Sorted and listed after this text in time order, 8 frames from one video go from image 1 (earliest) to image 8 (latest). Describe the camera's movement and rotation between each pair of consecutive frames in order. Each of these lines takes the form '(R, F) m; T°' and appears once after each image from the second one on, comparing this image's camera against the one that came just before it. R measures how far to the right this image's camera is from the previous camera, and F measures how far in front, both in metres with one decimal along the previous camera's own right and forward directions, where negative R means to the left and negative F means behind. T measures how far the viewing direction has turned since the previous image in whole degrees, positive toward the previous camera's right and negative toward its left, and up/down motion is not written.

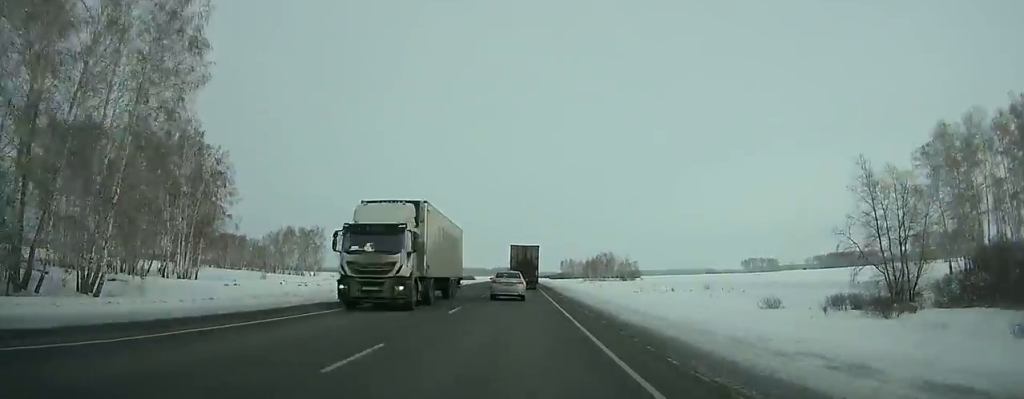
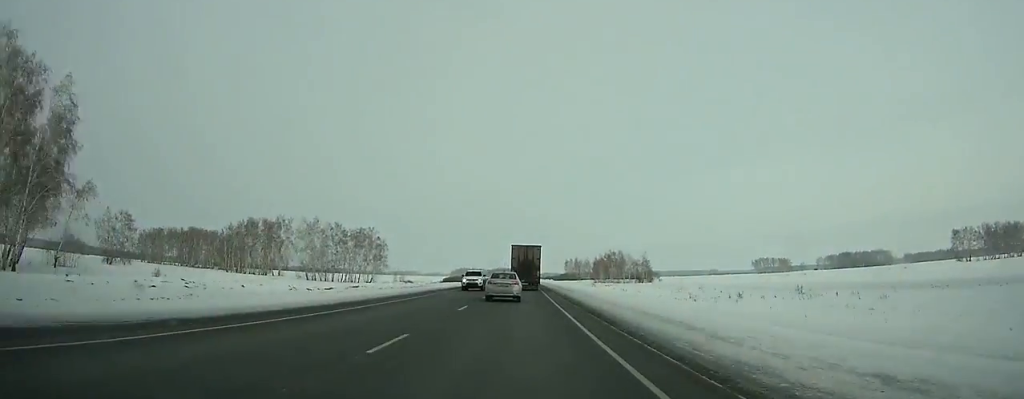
(-0.1, +33.2) m; 0°
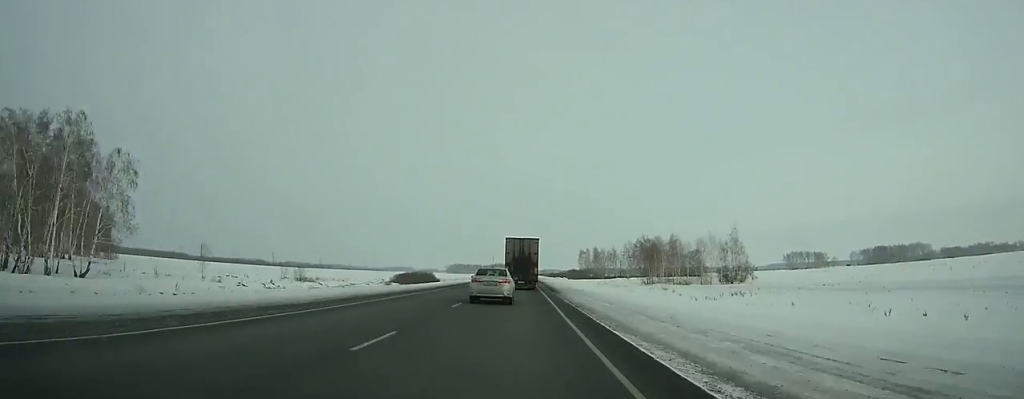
(-0.1, +94.3) m; 0°
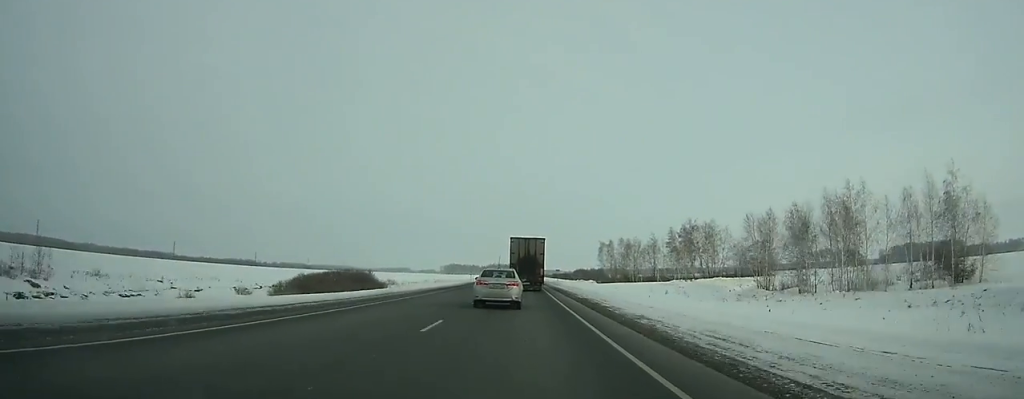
(-0.4, +67.0) m; 0°
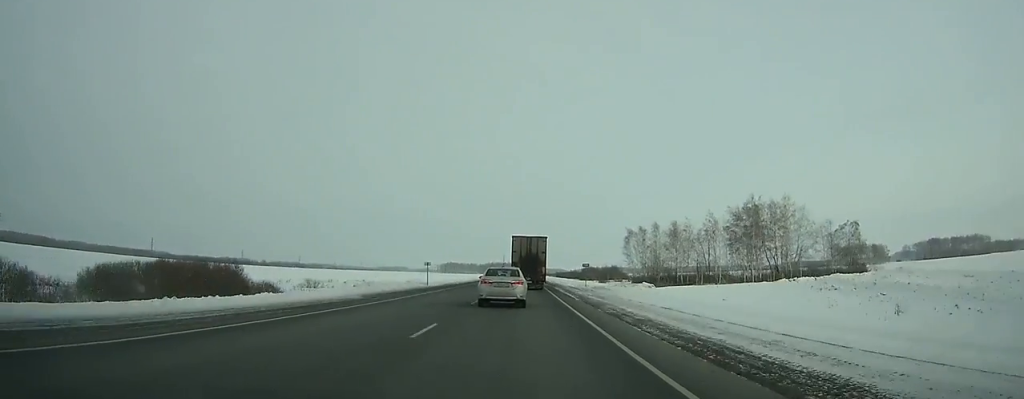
(+0.1, +50.2) m; 0°
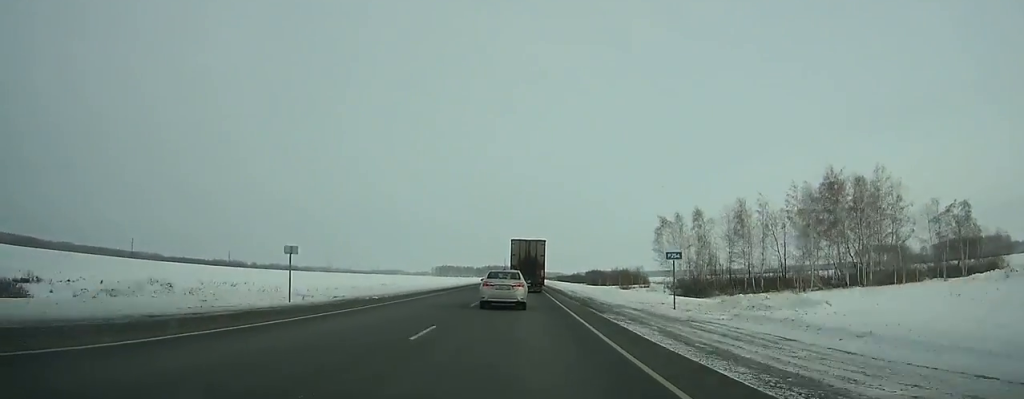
(0.0, +36.2) m; 0°
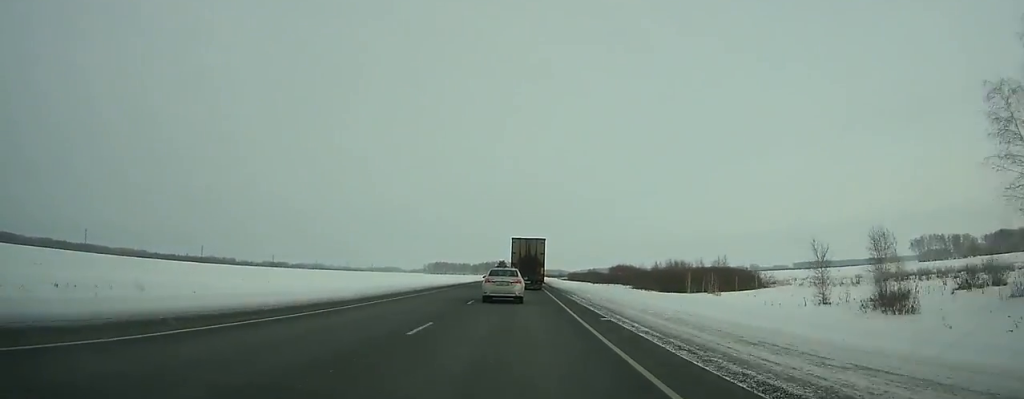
(0.0, +84.5) m; 0°
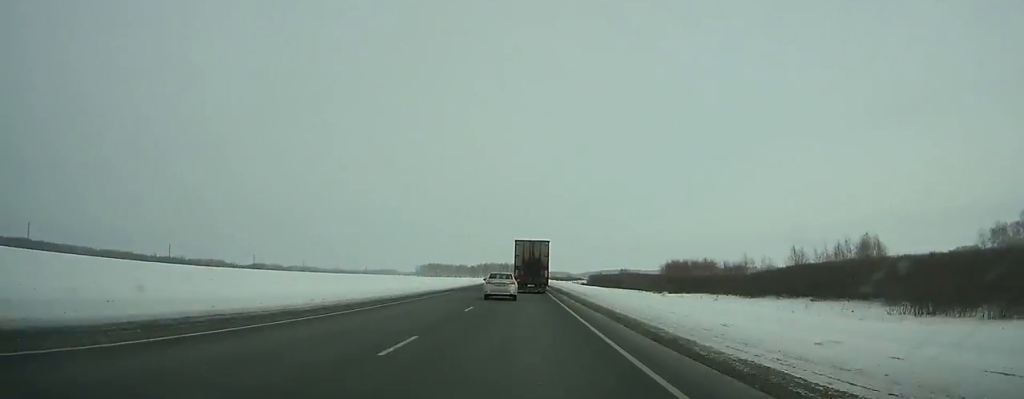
(0.0, +90.9) m; 0°
